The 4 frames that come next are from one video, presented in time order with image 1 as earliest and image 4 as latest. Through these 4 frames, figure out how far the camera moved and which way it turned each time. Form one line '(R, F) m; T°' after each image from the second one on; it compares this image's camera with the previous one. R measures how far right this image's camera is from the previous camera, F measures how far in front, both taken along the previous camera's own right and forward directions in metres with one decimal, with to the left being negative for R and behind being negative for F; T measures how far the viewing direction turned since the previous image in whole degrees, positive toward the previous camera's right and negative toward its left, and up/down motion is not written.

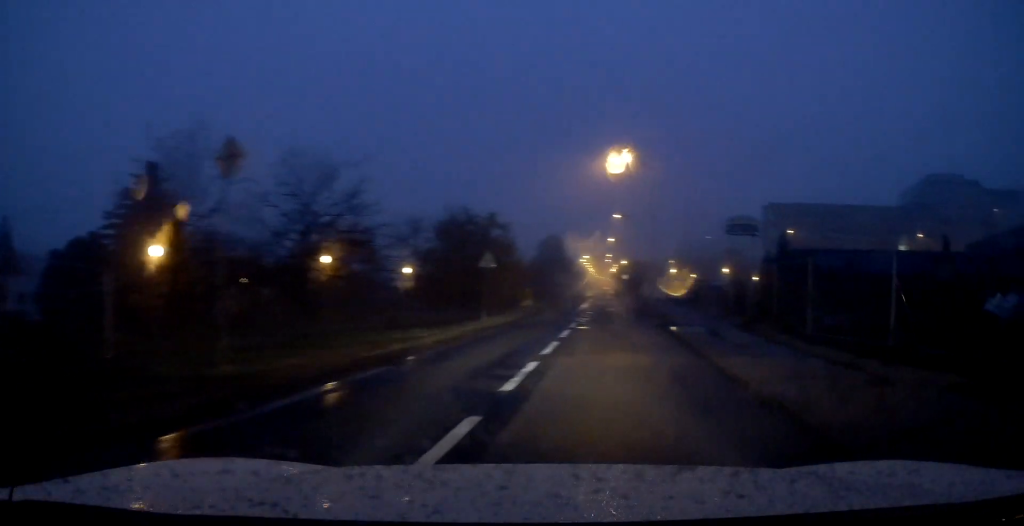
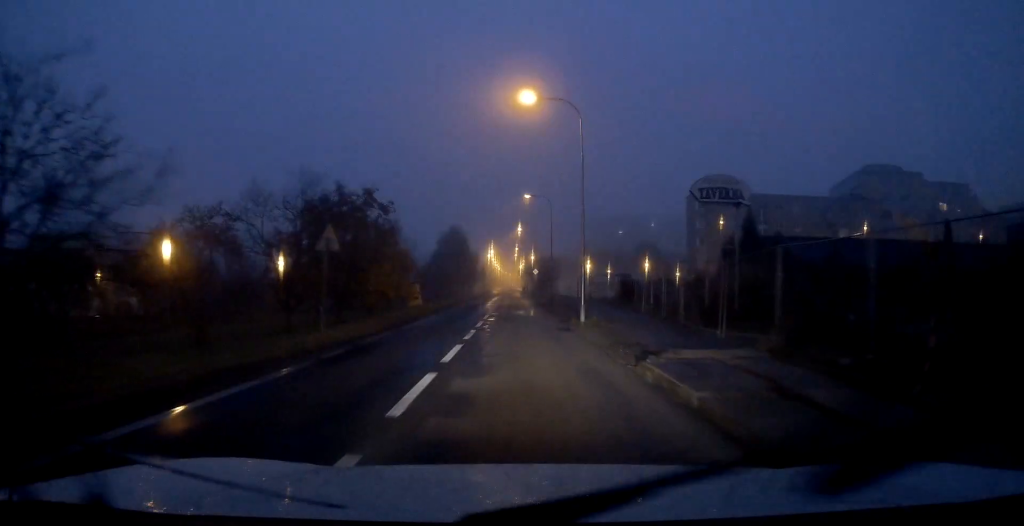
(+1.5, +10.4) m; +10°
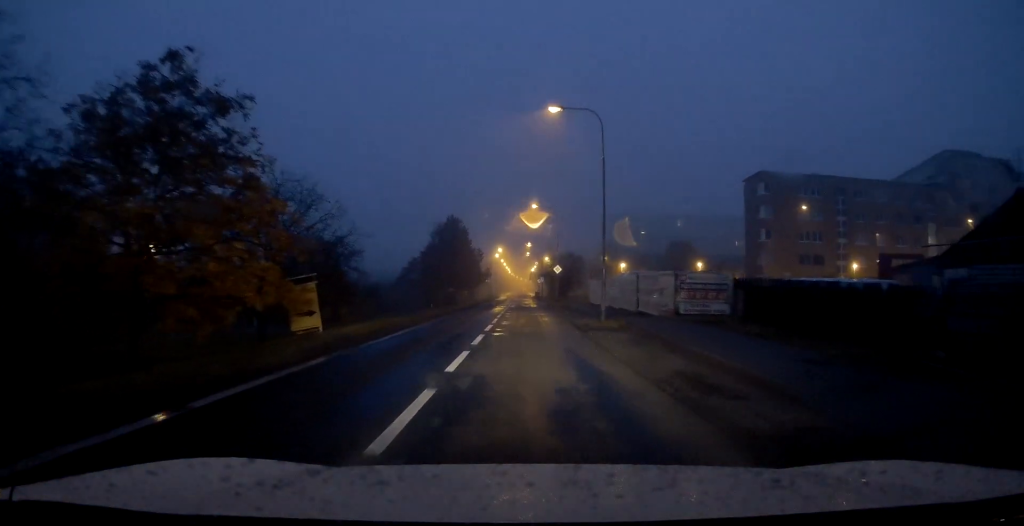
(+0.4, +23.8) m; +1°
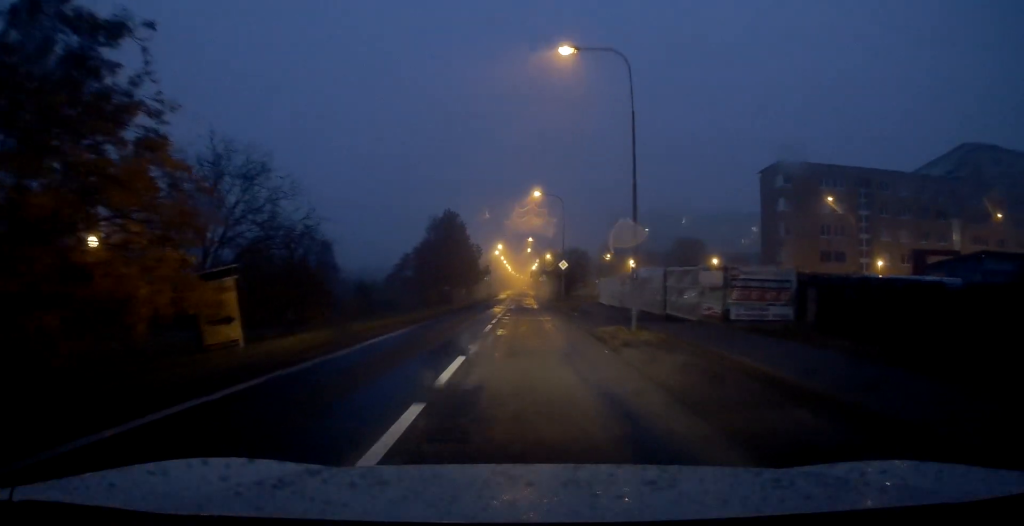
(-0.1, +5.8) m; -1°
